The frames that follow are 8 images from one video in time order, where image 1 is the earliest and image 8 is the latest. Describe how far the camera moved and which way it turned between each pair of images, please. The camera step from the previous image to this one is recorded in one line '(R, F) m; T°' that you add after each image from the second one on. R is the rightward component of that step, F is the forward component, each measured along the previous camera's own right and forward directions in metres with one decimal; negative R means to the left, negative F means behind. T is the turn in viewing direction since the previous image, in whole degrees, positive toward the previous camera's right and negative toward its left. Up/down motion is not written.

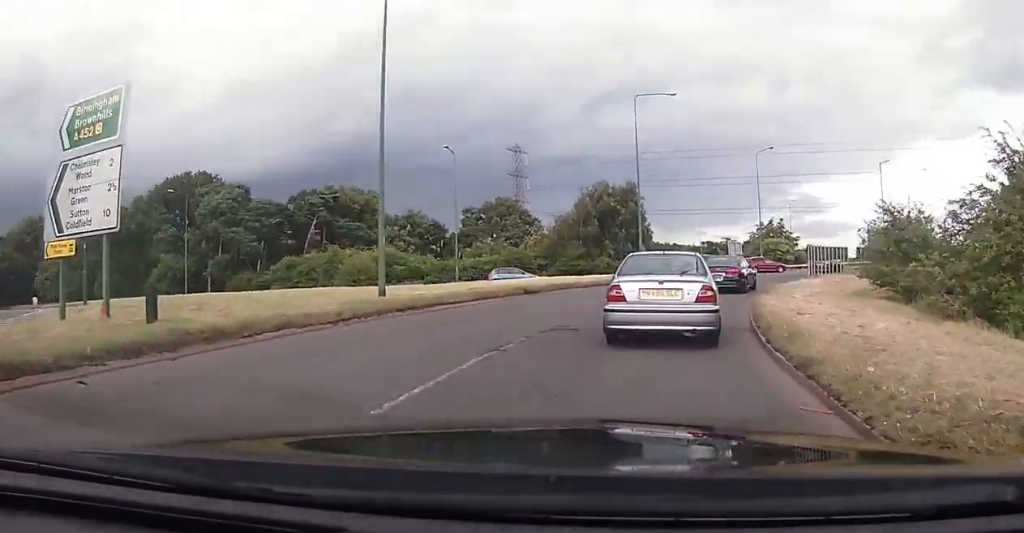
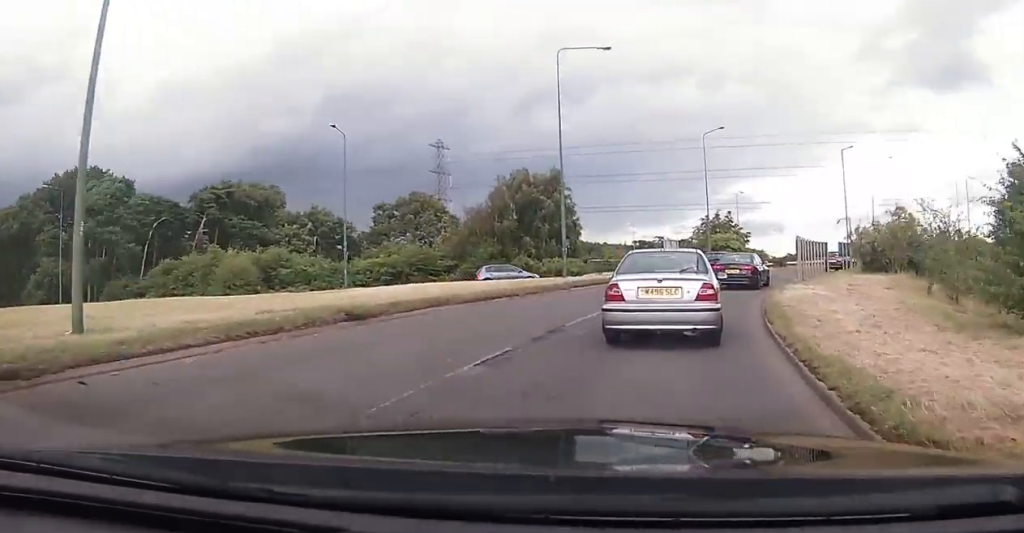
(+0.3, +10.1) m; +5°
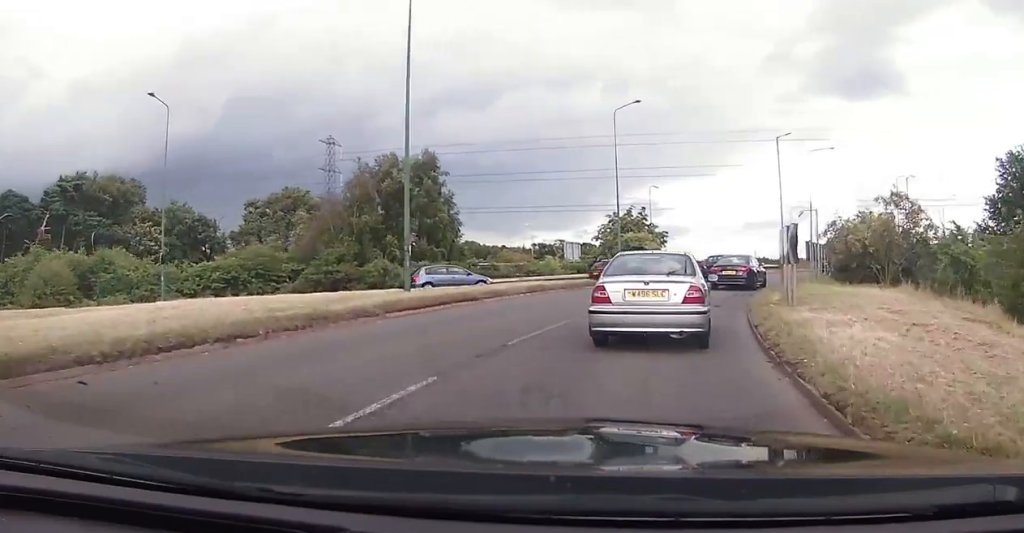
(+0.6, +11.3) m; +8°
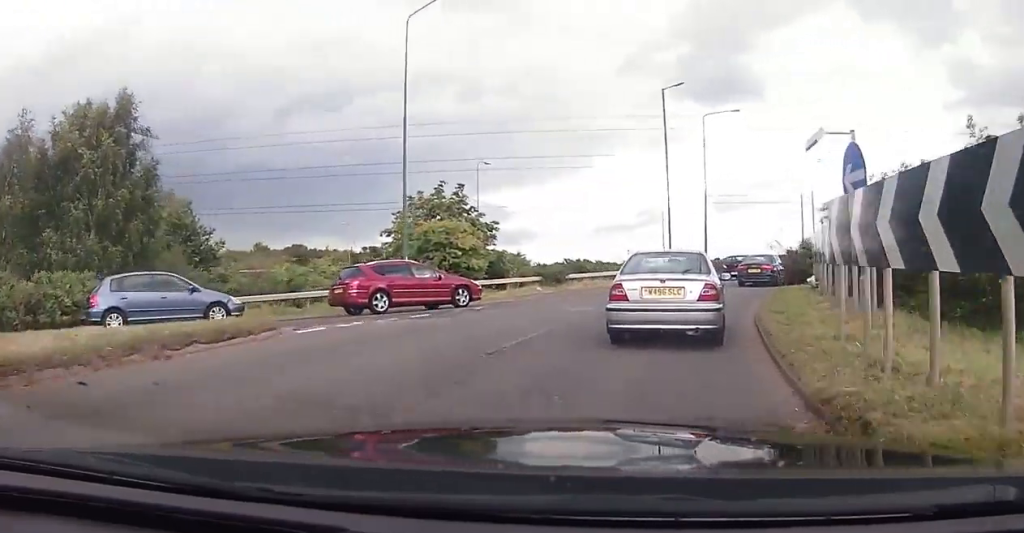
(+2.2, +19.4) m; +13°
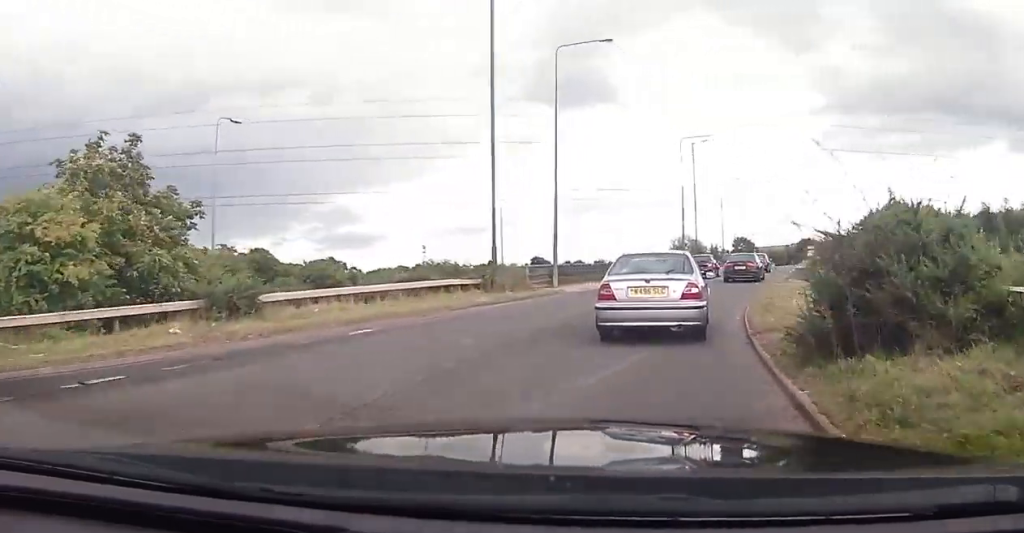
(+2.0, +17.3) m; +12°
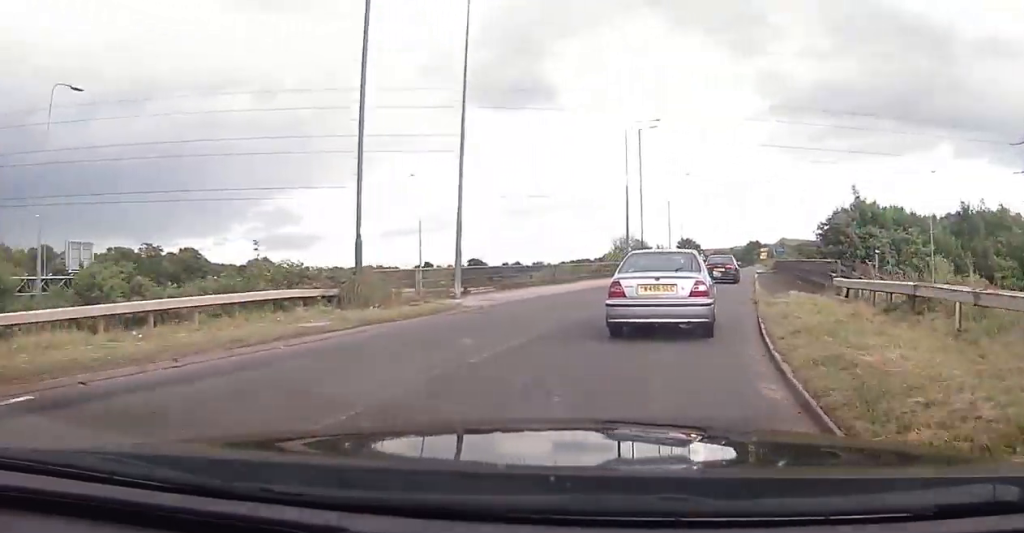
(+0.2, +8.2) m; +5°
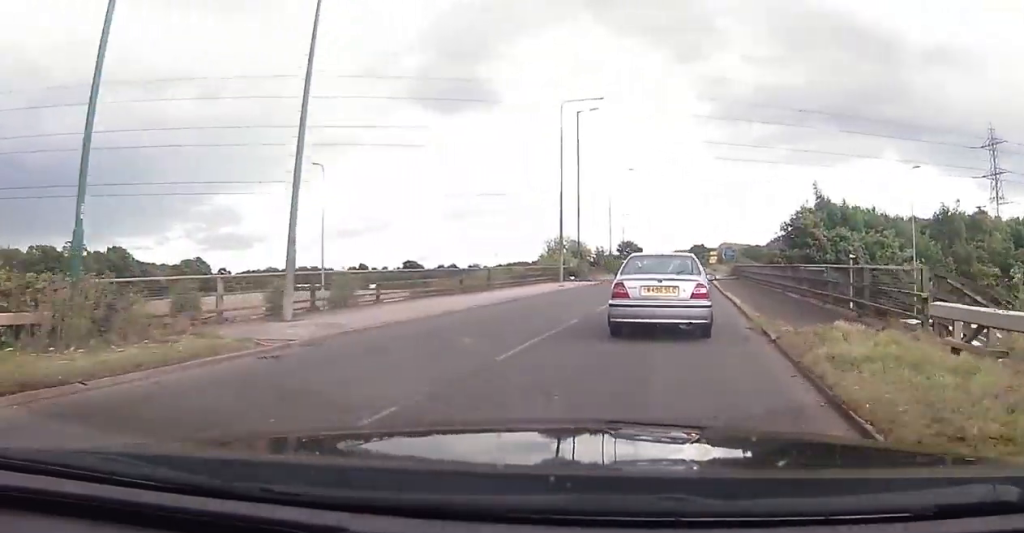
(+0.5, +8.3) m; +5°
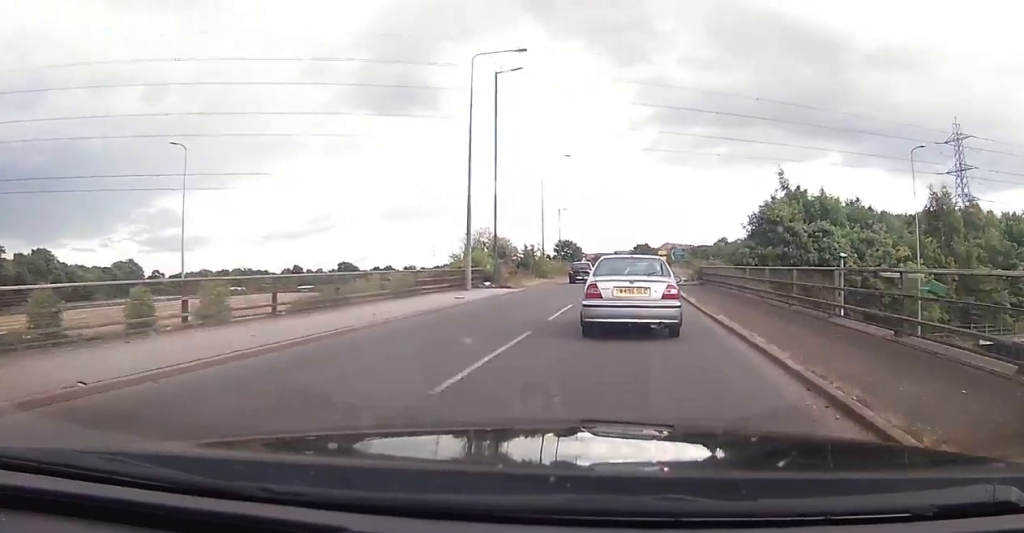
(+0.6, +11.1) m; +5°
